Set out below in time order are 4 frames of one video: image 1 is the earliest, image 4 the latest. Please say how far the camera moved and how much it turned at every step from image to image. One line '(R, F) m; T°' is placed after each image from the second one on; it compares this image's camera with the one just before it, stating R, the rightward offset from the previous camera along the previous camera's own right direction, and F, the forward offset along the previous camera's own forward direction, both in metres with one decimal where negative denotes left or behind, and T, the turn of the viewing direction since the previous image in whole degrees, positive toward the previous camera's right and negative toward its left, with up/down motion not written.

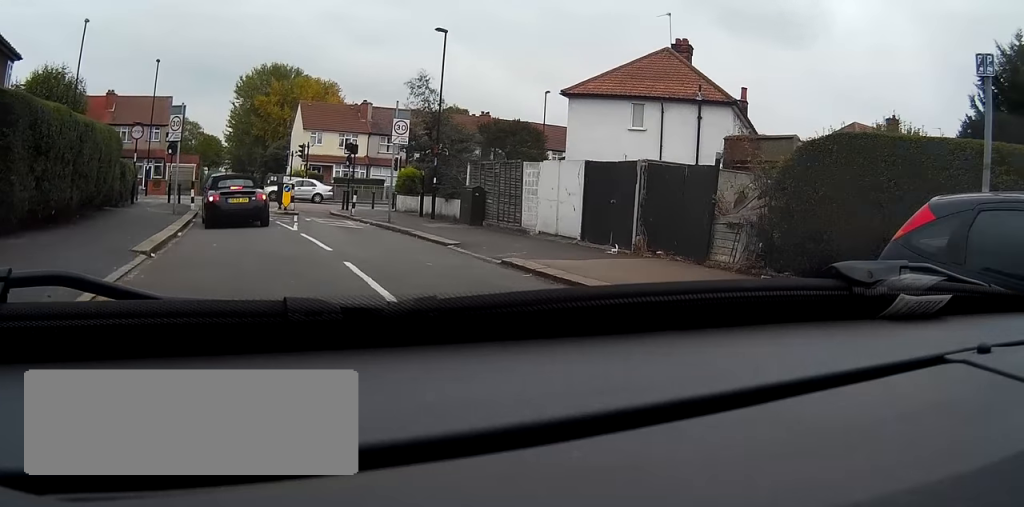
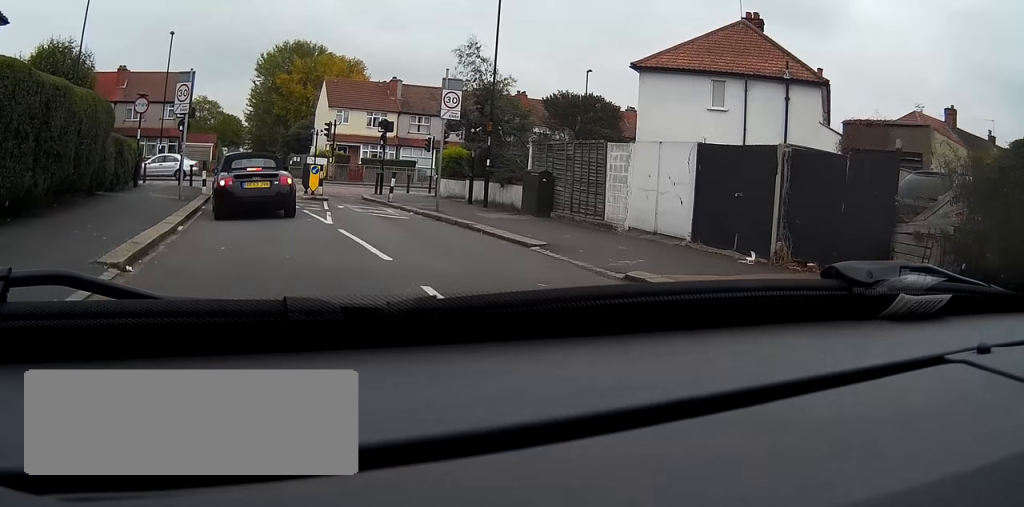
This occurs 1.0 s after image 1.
(0.0, +4.2) m; -2°
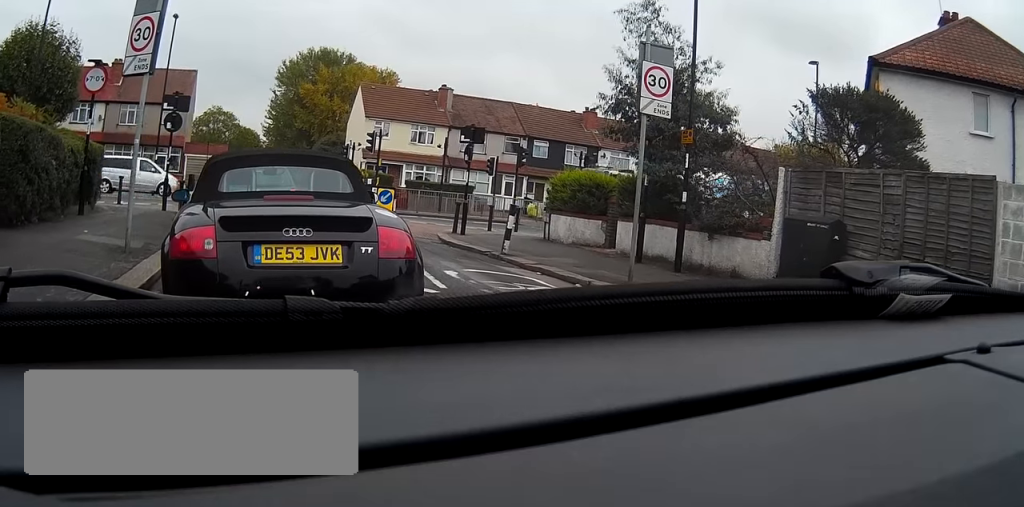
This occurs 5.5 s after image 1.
(-1.4, +12.0) m; +1°
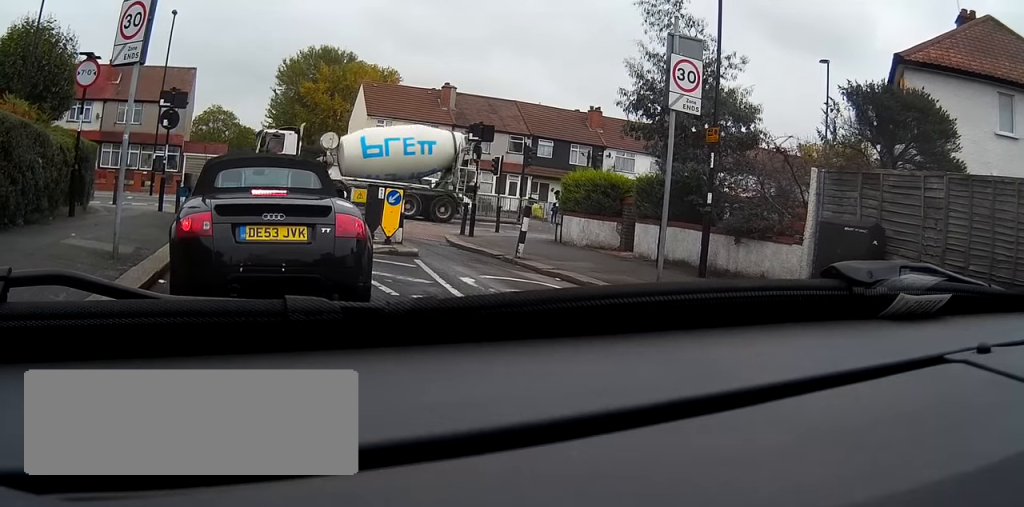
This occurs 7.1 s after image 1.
(+0.2, +1.0) m; 0°
